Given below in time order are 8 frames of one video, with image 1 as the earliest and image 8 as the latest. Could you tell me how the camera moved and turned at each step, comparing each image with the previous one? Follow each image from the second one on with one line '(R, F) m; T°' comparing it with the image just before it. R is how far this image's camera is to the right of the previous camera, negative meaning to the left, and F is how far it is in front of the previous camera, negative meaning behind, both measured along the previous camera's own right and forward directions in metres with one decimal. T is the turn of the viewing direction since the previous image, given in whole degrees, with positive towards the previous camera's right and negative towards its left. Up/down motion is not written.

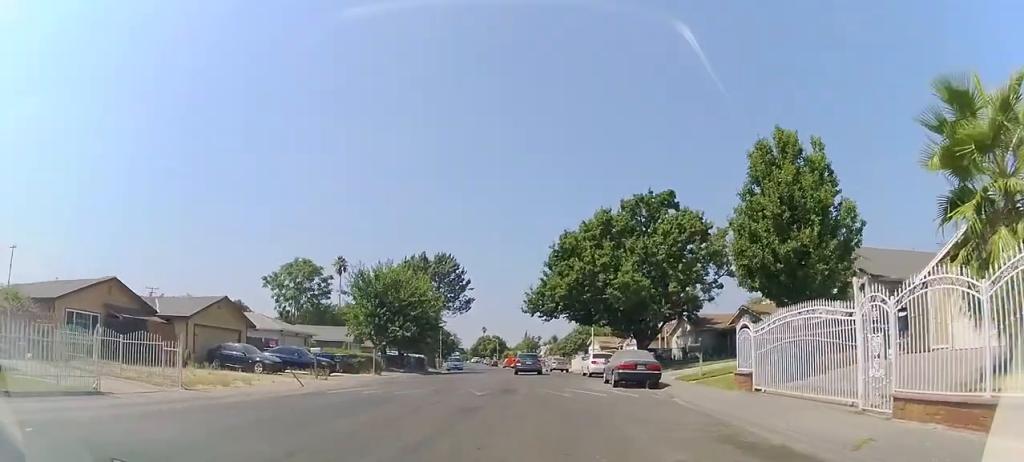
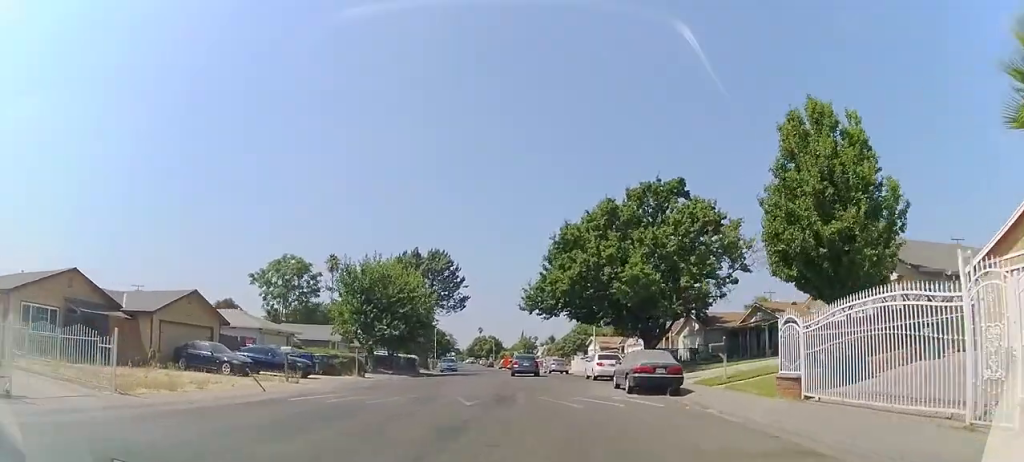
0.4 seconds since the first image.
(-0.1, +3.0) m; +2°
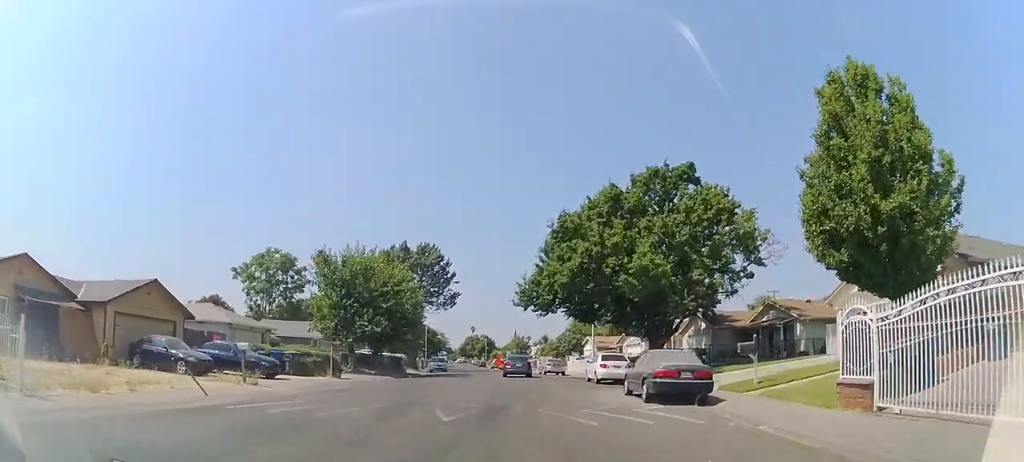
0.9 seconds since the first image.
(+0.1, +3.1) m; +2°
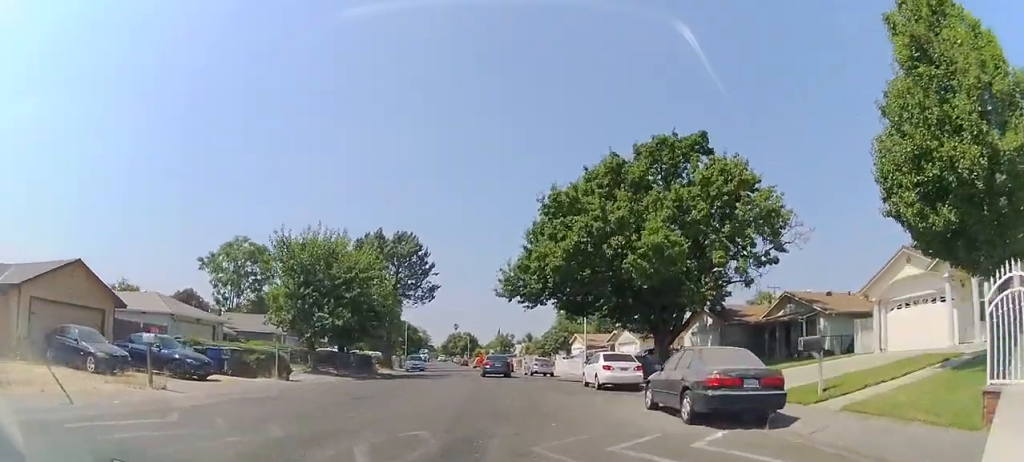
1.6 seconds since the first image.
(+0.3, +4.8) m; +2°
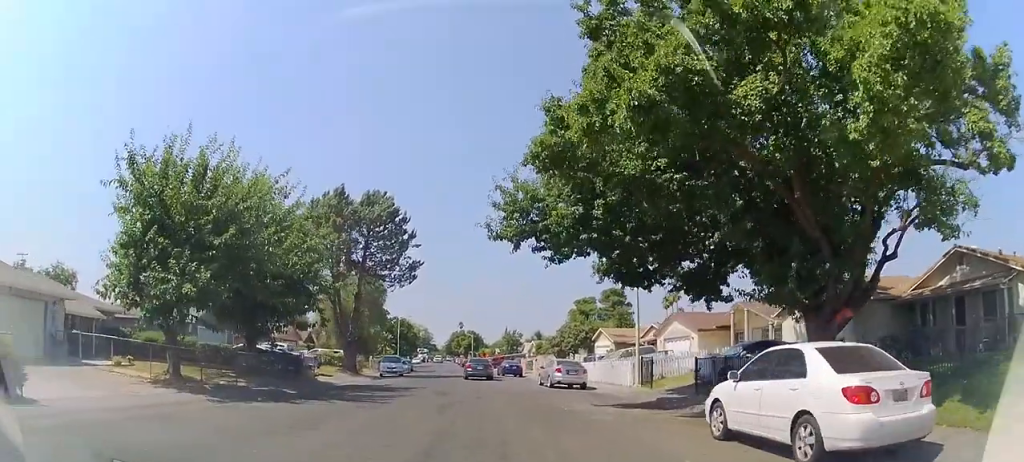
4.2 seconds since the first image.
(-1.1, +15.1) m; -5°
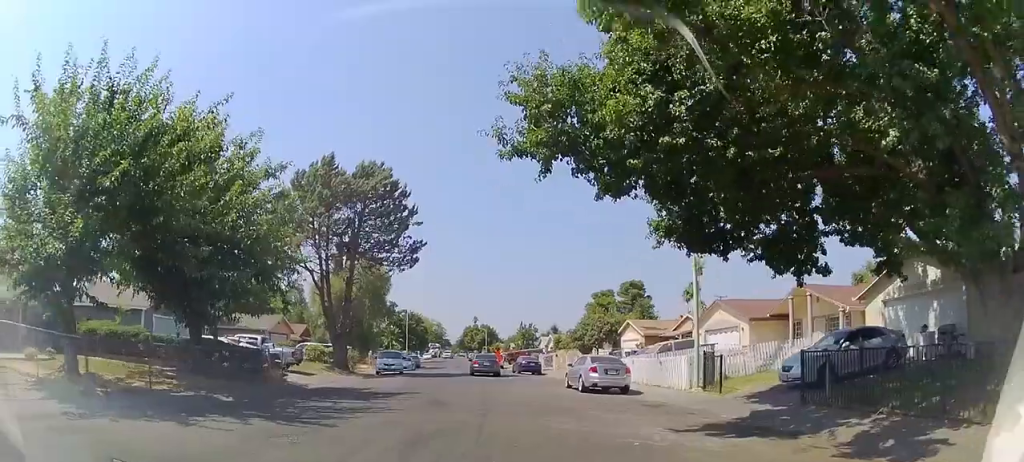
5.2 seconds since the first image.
(+0.3, +5.8) m; +1°
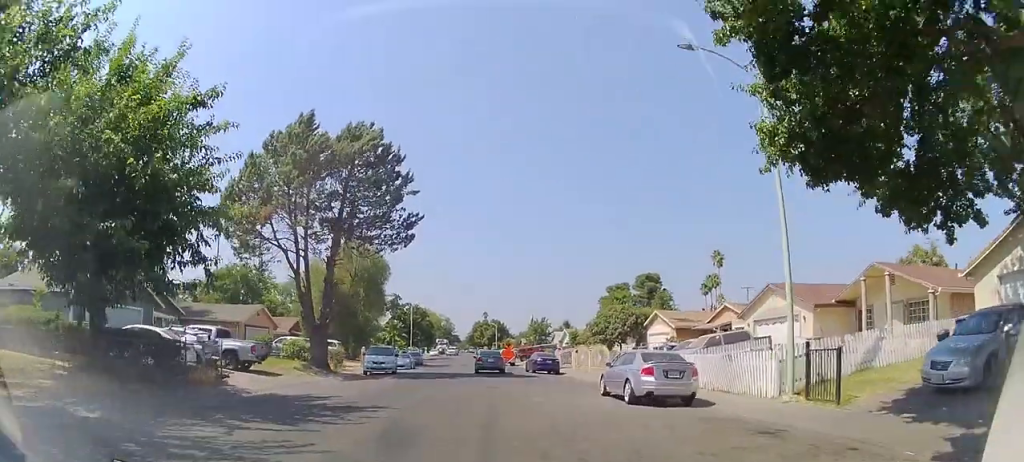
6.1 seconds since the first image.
(-0.1, +5.8) m; -1°
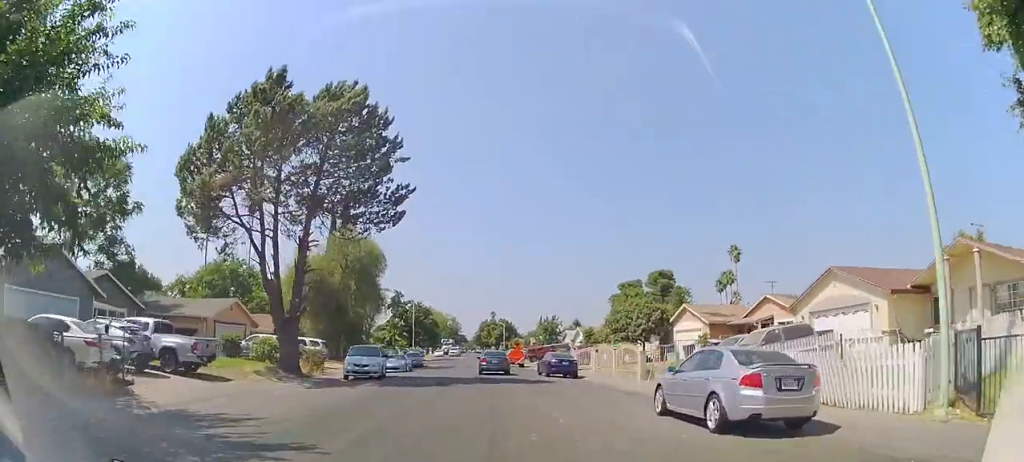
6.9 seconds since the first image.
(-0.2, +5.2) m; 0°
